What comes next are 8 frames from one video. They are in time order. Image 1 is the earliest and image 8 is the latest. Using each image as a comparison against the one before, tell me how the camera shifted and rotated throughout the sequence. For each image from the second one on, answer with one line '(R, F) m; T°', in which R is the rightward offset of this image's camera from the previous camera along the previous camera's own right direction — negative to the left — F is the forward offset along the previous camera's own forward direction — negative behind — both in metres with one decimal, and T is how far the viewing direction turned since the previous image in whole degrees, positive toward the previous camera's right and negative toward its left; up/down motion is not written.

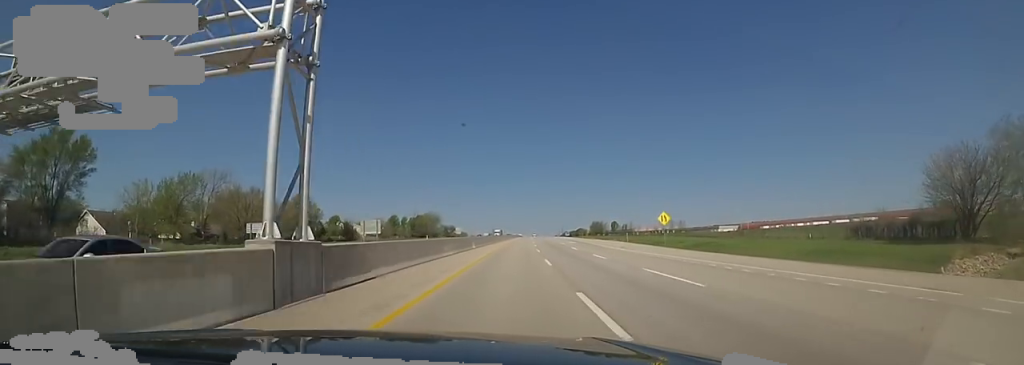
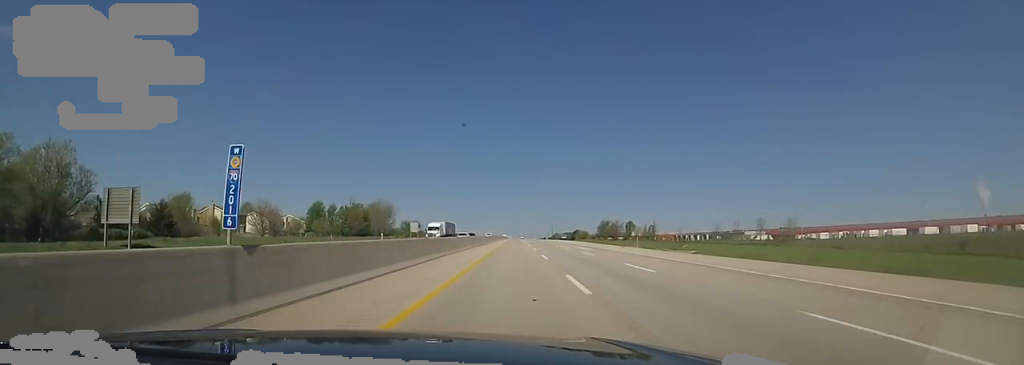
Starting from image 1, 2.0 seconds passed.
(+2.5, +71.2) m; +2°
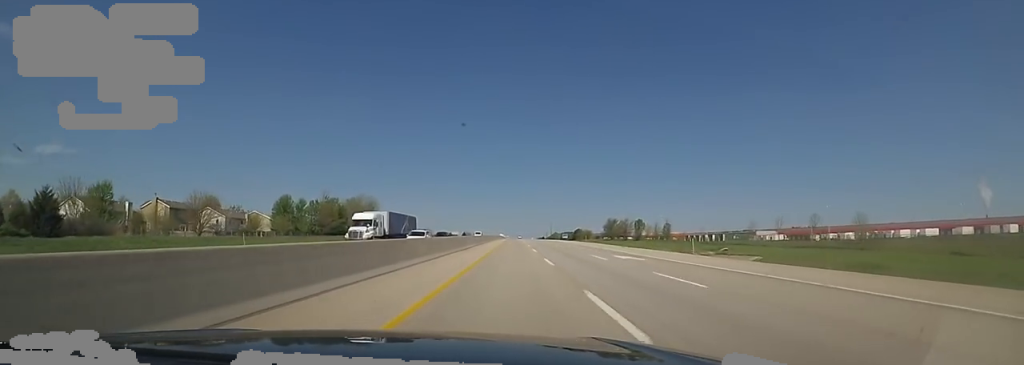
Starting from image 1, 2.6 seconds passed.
(0.0, +20.3) m; 0°
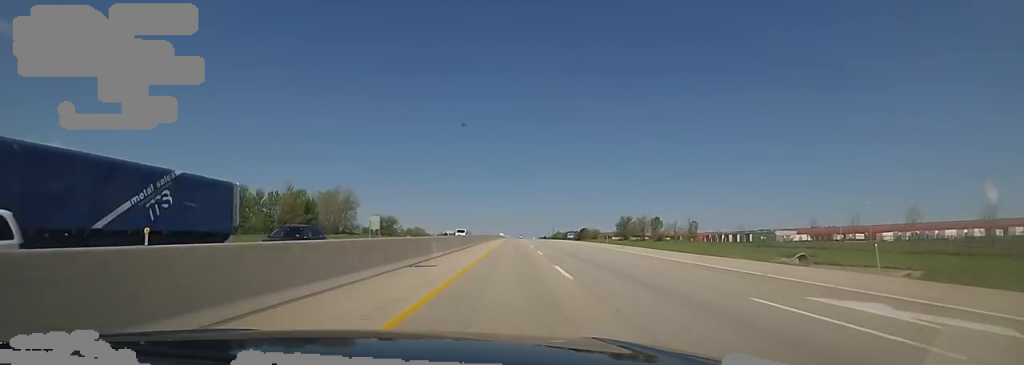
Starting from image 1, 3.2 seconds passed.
(0.0, +22.7) m; +1°
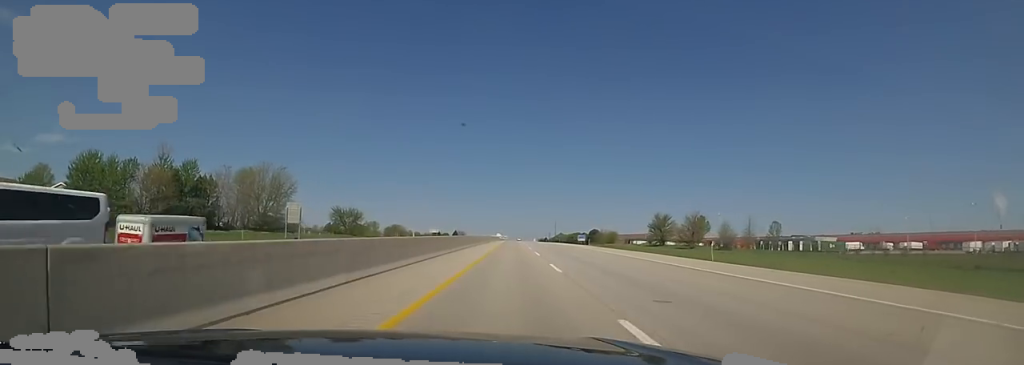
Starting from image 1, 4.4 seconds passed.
(+0.9, +42.8) m; +2°
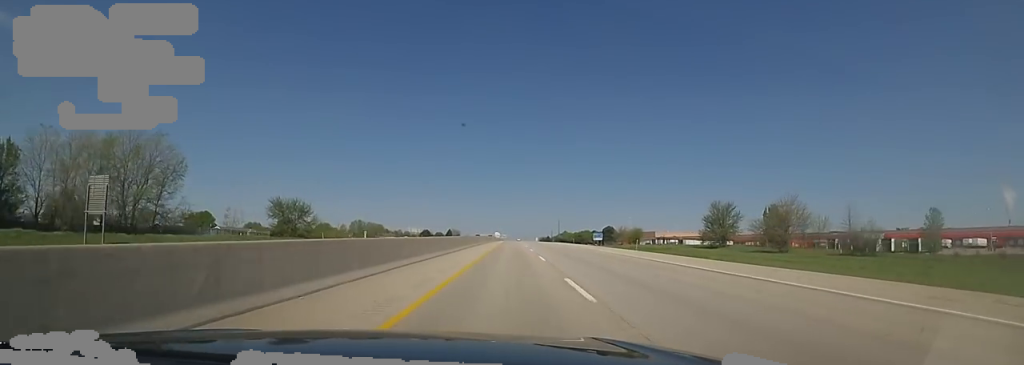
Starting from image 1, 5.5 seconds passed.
(+0.1, +37.8) m; -1°
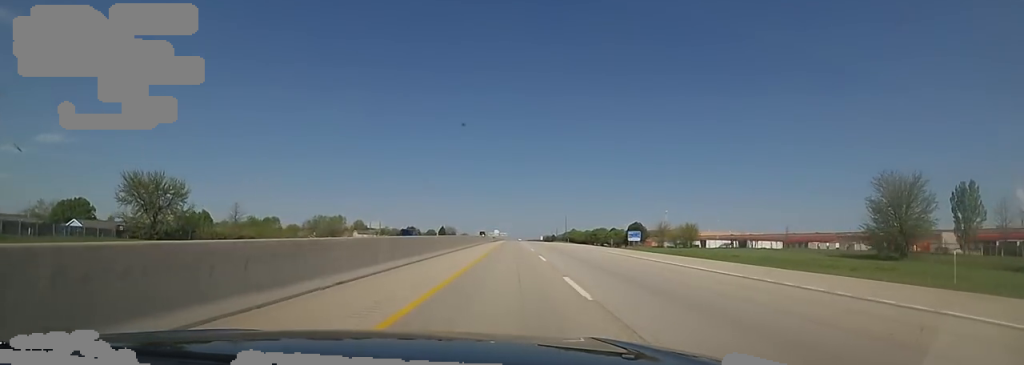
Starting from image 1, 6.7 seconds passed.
(-0.9, +44.8) m; -2°
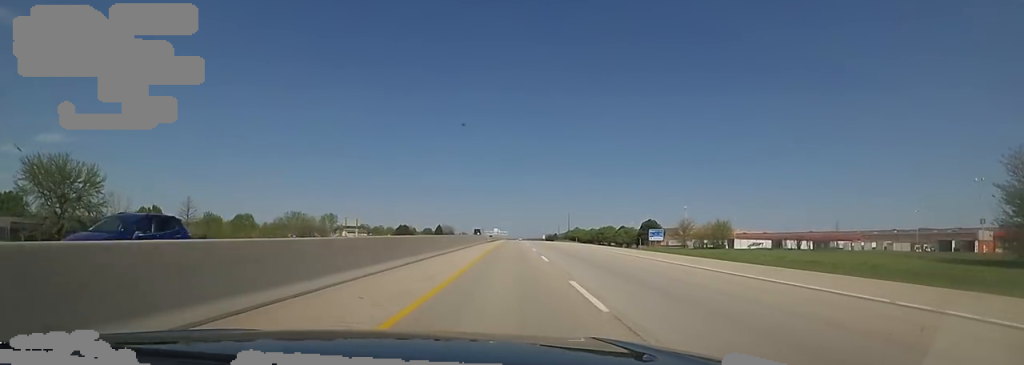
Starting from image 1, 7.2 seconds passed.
(0.0, +16.6) m; 0°
